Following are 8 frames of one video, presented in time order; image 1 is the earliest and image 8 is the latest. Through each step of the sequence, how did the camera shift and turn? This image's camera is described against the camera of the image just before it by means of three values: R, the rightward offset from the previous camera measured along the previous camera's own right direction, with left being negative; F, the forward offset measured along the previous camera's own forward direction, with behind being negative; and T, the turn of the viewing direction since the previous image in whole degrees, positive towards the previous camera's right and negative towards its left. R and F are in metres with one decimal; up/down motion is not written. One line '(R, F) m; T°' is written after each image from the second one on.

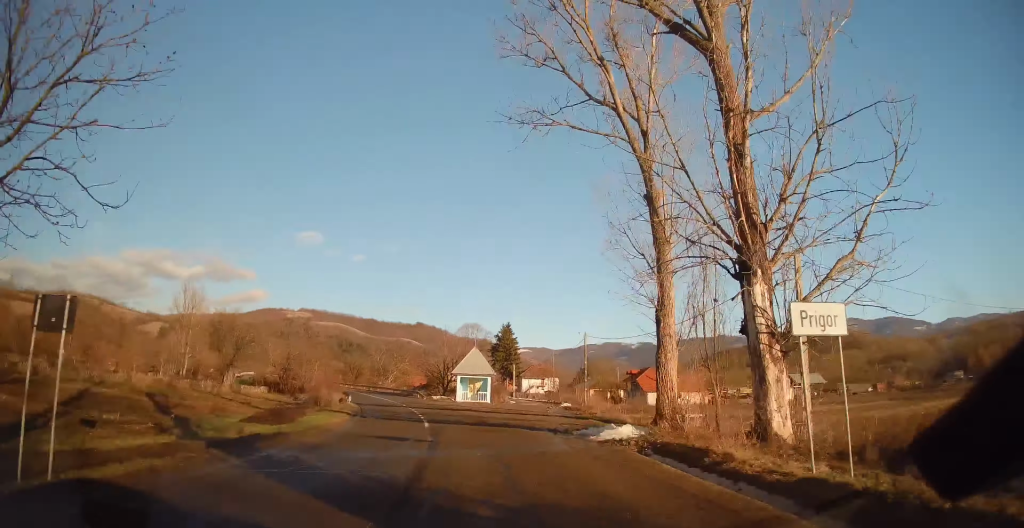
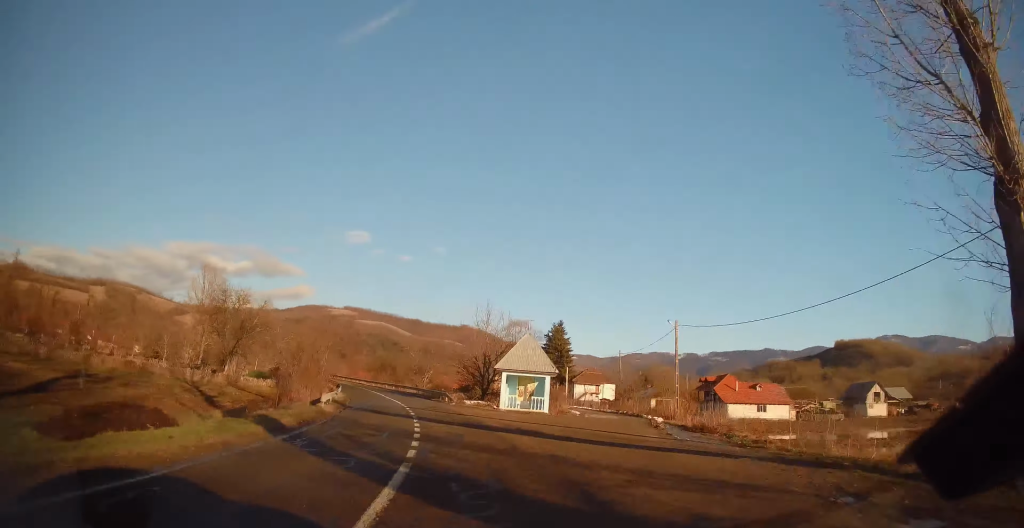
(-0.4, +16.6) m; -6°
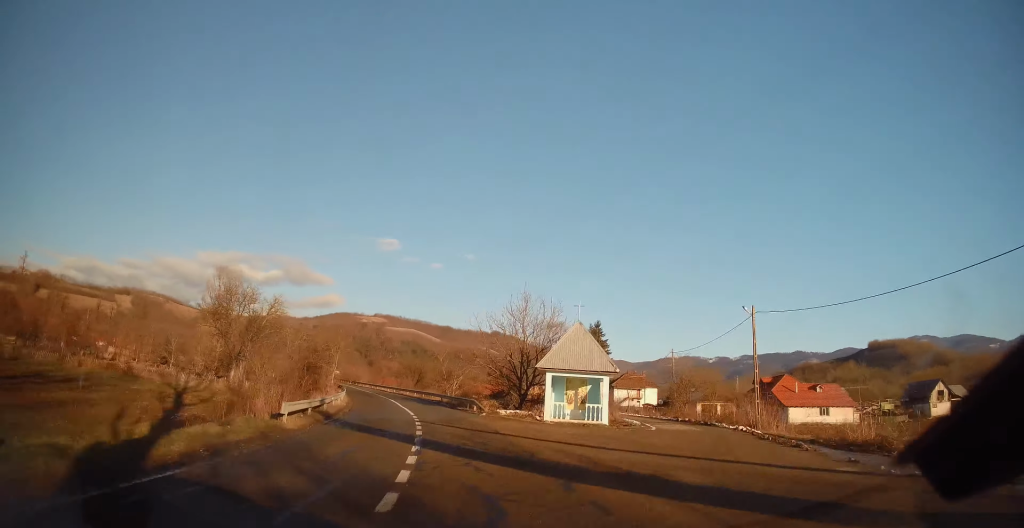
(-0.7, +8.6) m; -3°
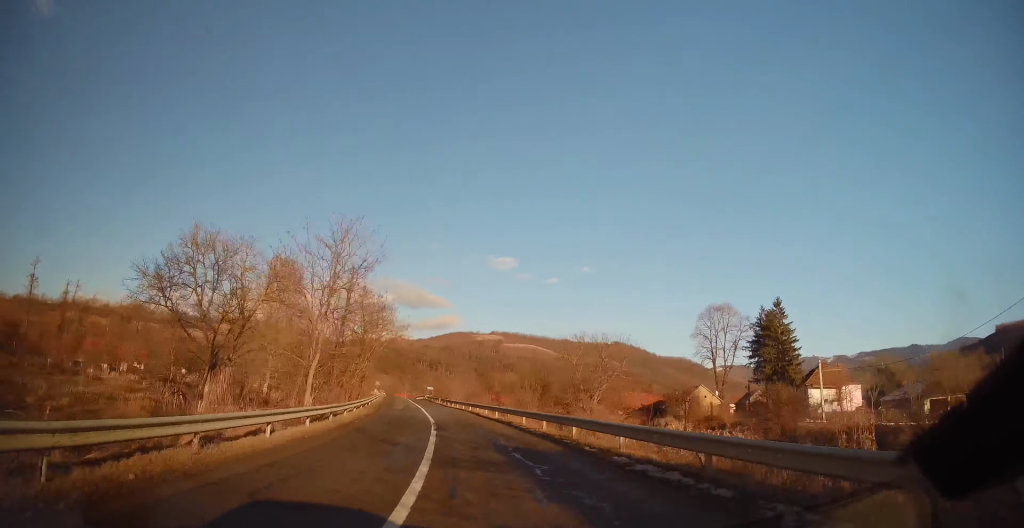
(-4.1, +36.6) m; -12°
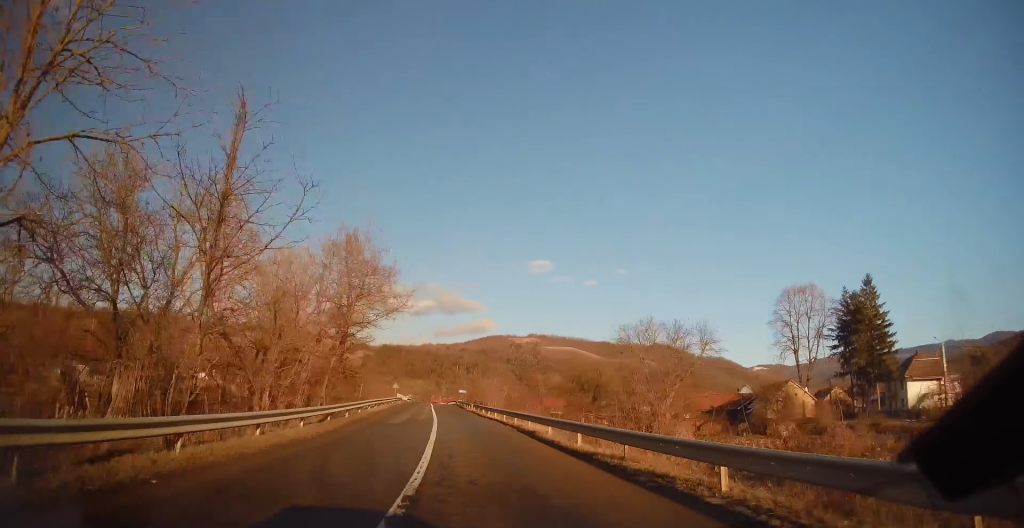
(-0.6, +16.7) m; -3°
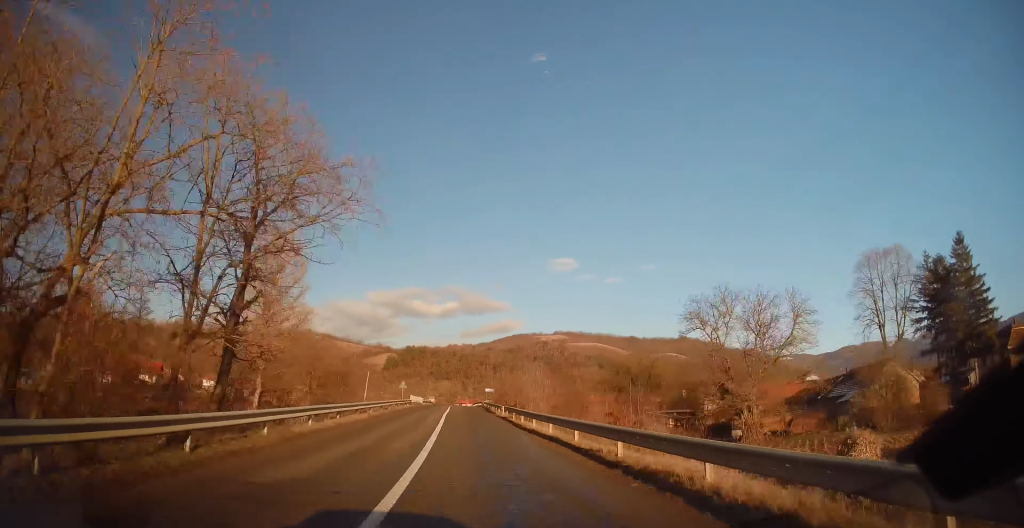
(-0.2, +15.5) m; -2°
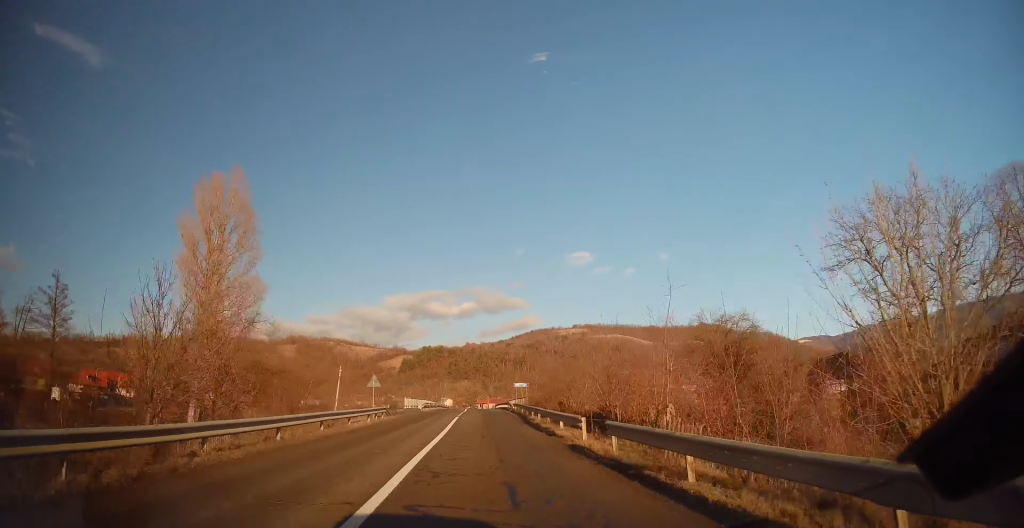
(-0.5, +22.9) m; -1°
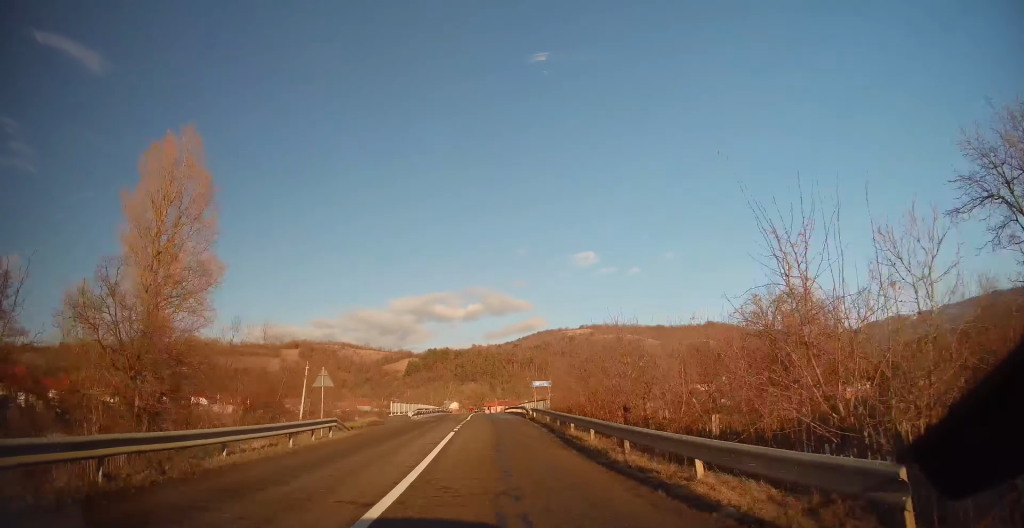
(-0.1, +11.1) m; 0°
